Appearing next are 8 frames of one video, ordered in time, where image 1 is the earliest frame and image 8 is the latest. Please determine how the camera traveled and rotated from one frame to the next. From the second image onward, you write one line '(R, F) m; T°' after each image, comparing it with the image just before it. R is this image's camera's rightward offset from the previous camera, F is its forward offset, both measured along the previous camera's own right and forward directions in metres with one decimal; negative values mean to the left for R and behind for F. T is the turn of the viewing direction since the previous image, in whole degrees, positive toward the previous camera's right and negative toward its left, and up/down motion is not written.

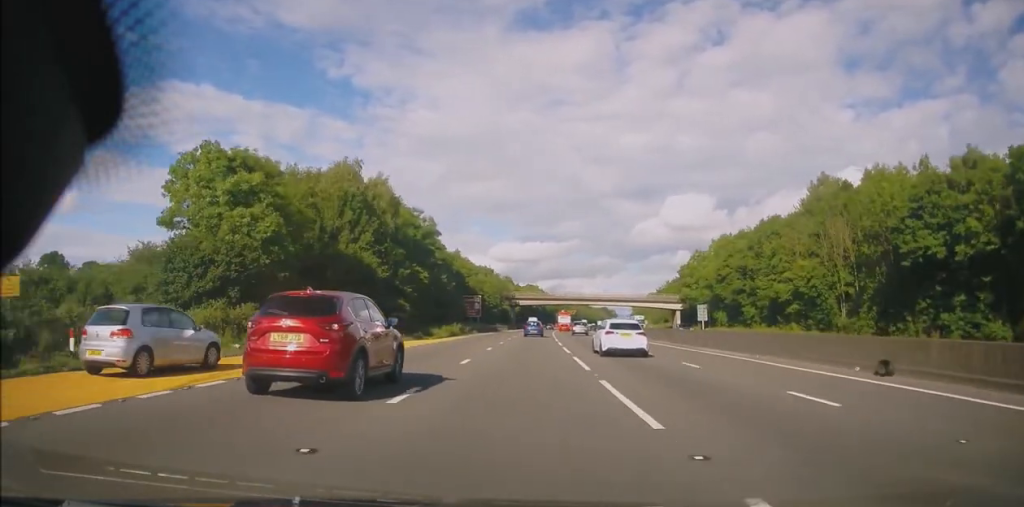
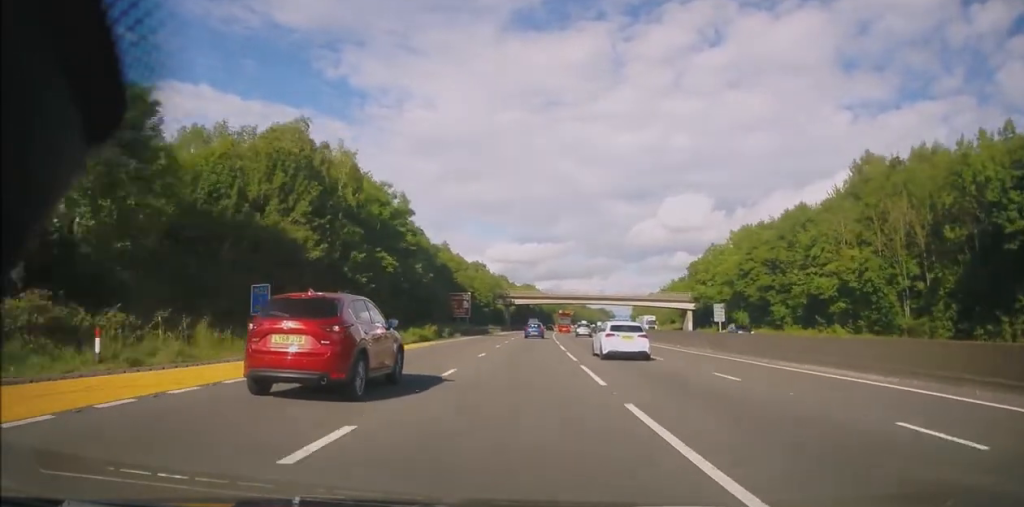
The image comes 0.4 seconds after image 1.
(+0.2, +12.7) m; 0°
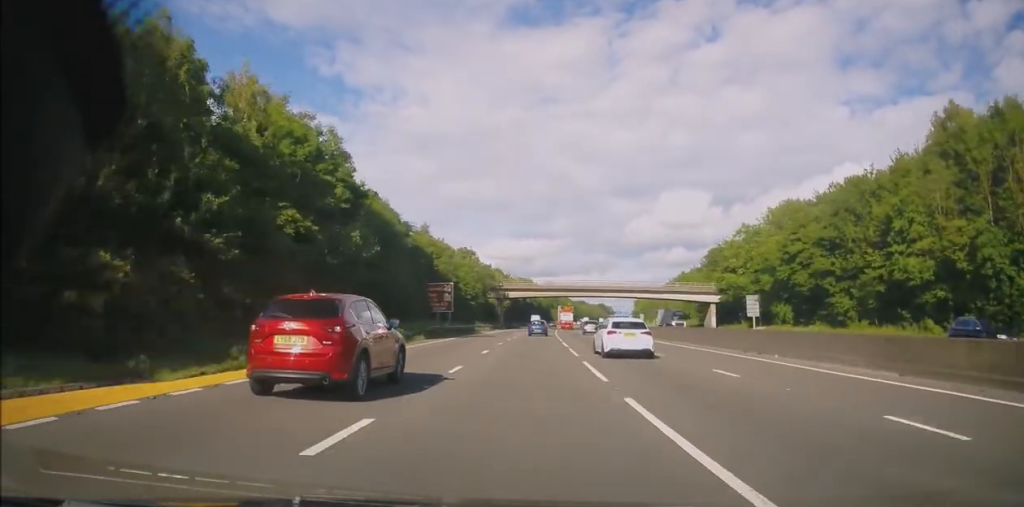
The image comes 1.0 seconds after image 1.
(+0.2, +17.5) m; 0°
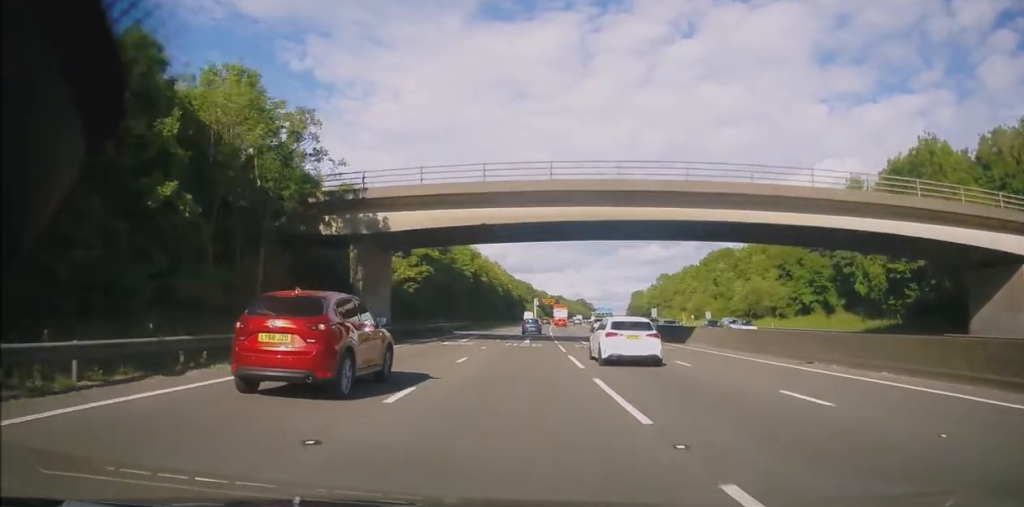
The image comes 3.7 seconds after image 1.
(+1.7, +76.5) m; +2°
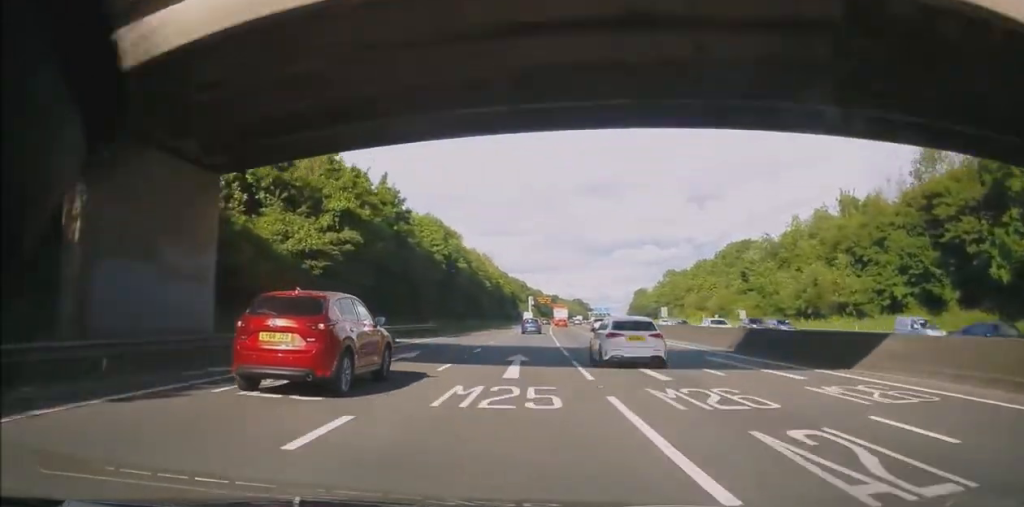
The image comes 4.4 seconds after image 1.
(0.0, +21.2) m; 0°
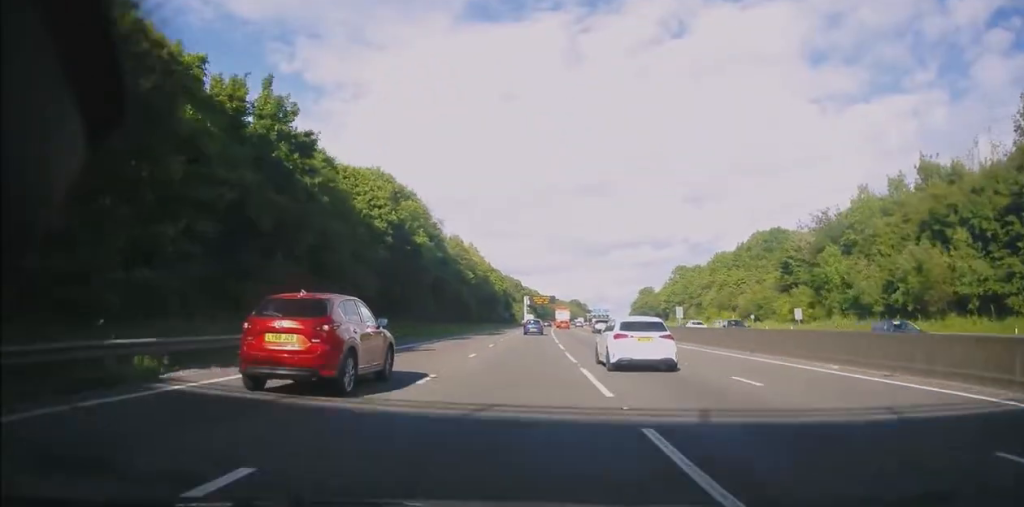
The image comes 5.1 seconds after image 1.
(-0.1, +21.0) m; +1°
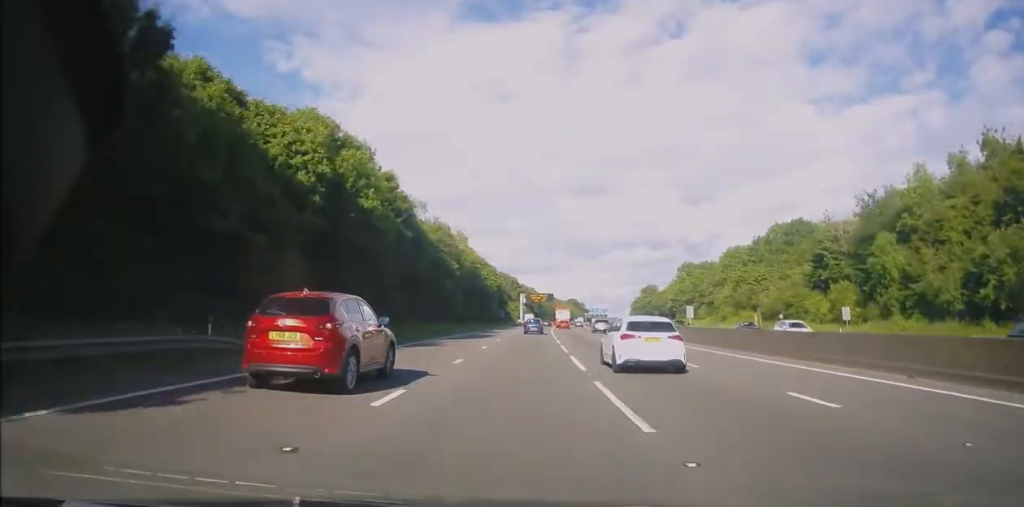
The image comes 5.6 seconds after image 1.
(+0.3, +12.2) m; +1°
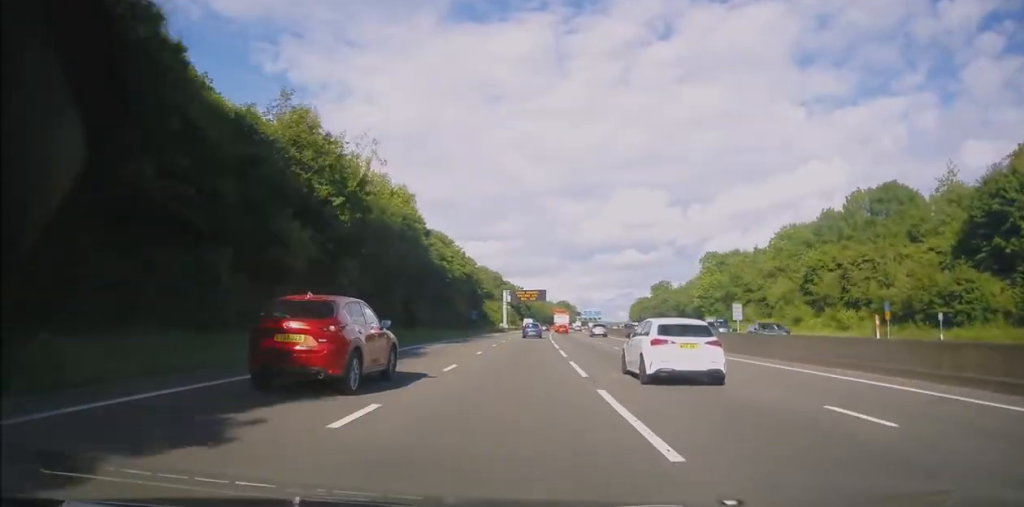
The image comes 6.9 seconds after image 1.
(+0.4, +36.6) m; 0°
